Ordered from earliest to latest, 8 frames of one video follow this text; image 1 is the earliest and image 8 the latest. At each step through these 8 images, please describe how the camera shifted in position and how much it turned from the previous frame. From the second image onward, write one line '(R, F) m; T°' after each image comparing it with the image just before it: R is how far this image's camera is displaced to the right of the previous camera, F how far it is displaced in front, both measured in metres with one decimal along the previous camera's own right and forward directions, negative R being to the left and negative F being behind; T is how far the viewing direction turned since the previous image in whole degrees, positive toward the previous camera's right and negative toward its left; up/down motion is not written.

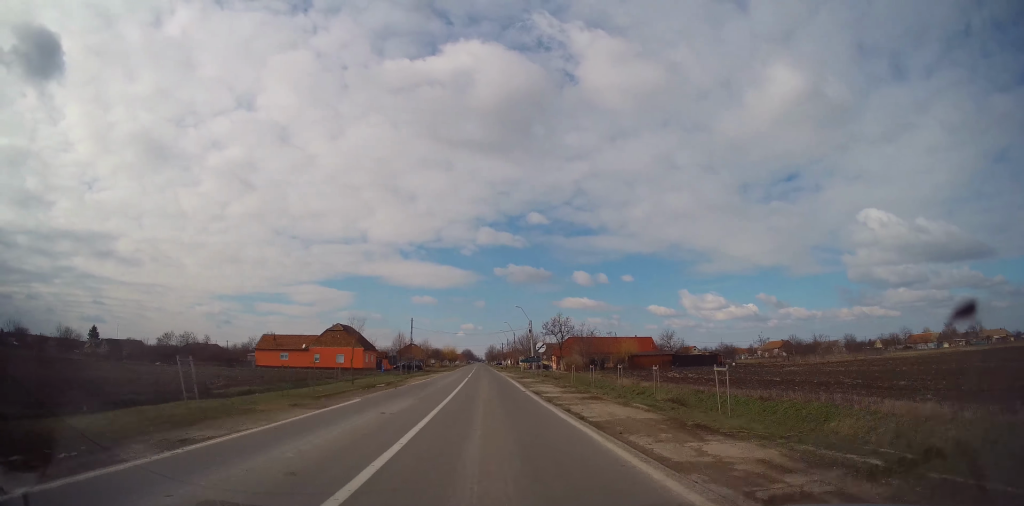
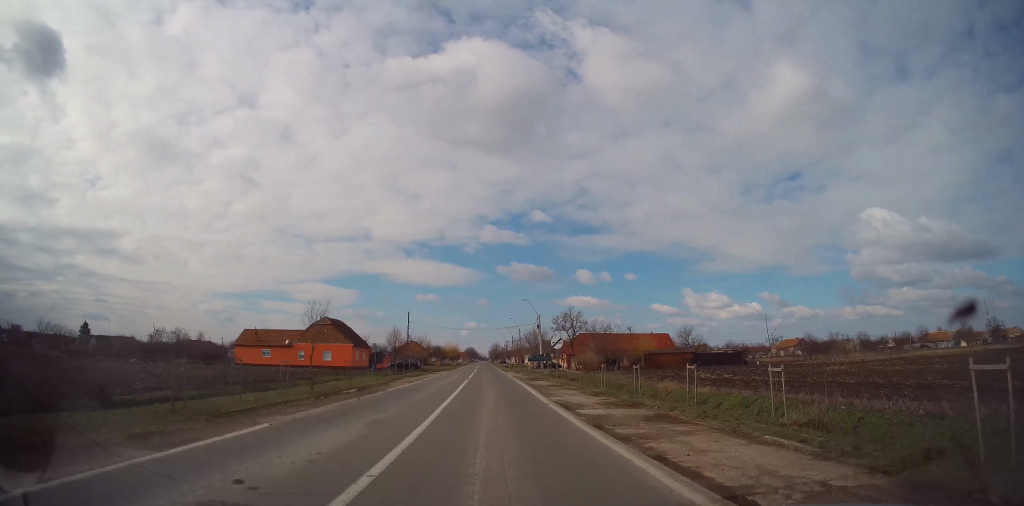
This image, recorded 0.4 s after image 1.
(-0.2, +7.6) m; 0°
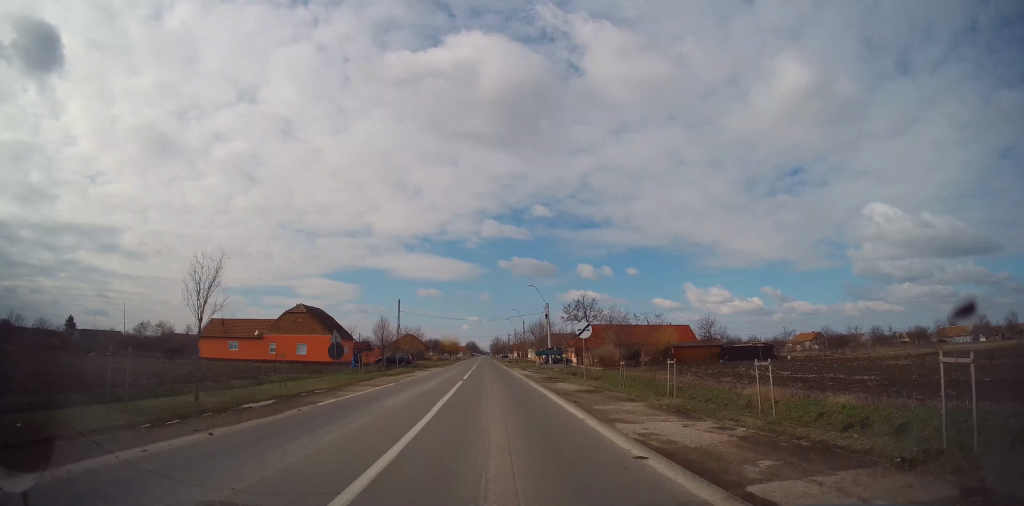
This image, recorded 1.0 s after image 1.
(+0.1, +9.7) m; 0°
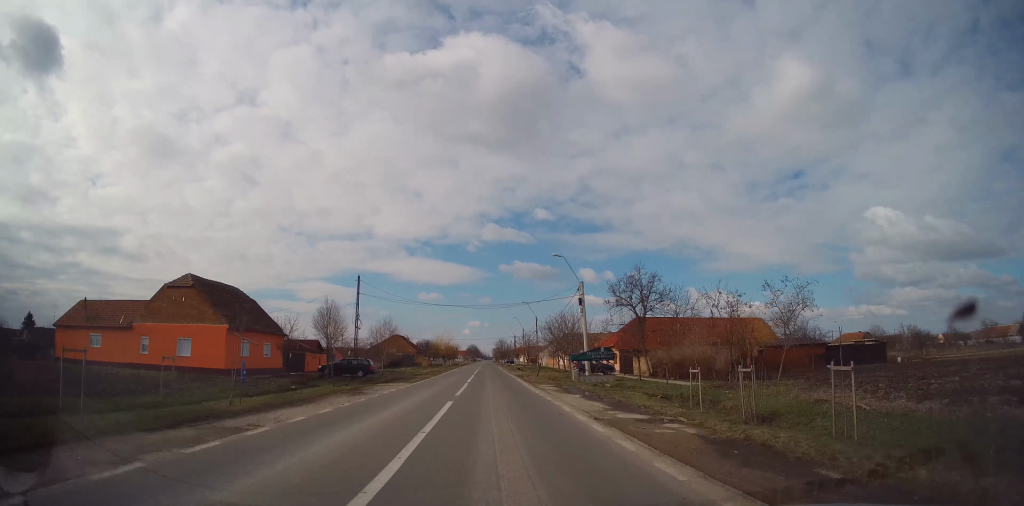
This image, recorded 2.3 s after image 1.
(+0.1, +24.0) m; -1°
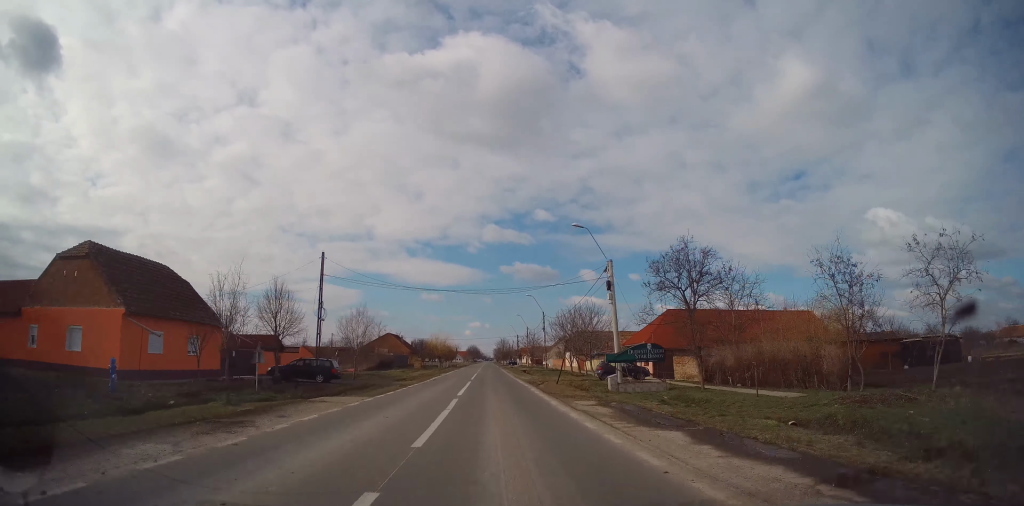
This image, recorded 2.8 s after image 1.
(-0.1, +10.8) m; 0°
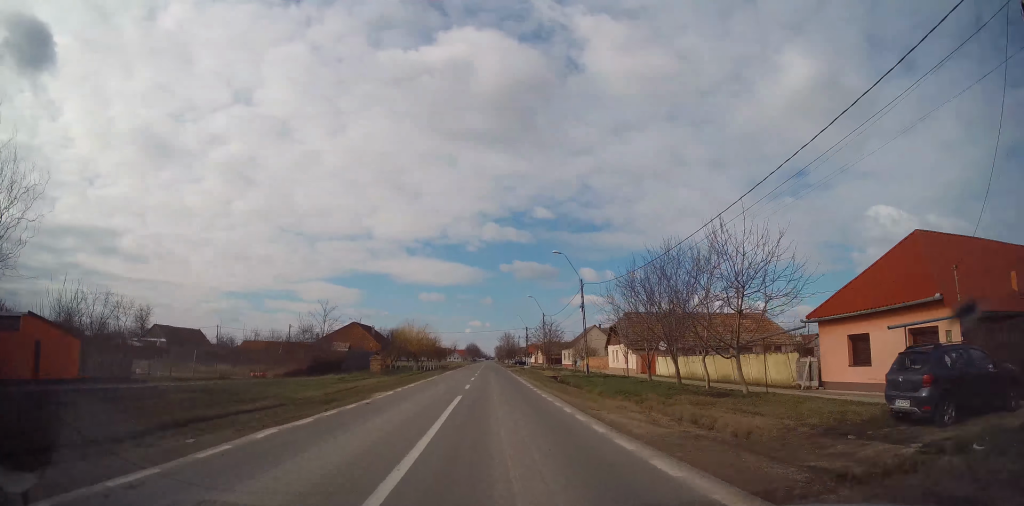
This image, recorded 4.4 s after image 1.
(-0.2, +31.0) m; +1°
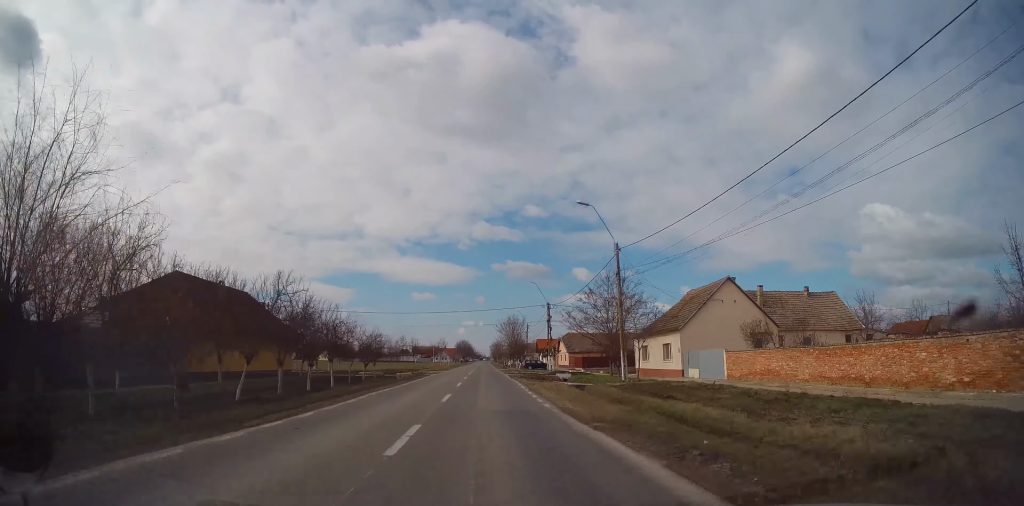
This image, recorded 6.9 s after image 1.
(+0.6, +49.5) m; 0°
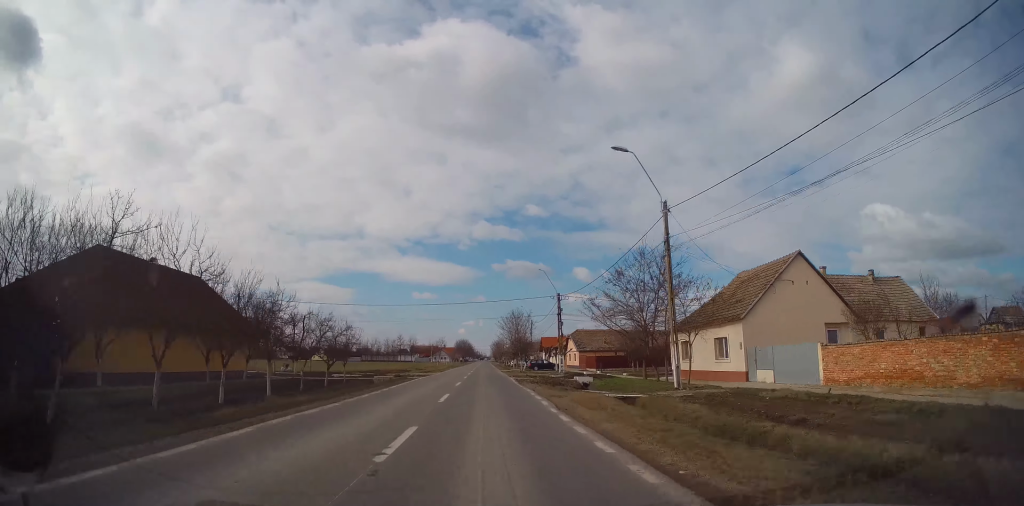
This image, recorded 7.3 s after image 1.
(-0.1, +9.0) m; 0°
